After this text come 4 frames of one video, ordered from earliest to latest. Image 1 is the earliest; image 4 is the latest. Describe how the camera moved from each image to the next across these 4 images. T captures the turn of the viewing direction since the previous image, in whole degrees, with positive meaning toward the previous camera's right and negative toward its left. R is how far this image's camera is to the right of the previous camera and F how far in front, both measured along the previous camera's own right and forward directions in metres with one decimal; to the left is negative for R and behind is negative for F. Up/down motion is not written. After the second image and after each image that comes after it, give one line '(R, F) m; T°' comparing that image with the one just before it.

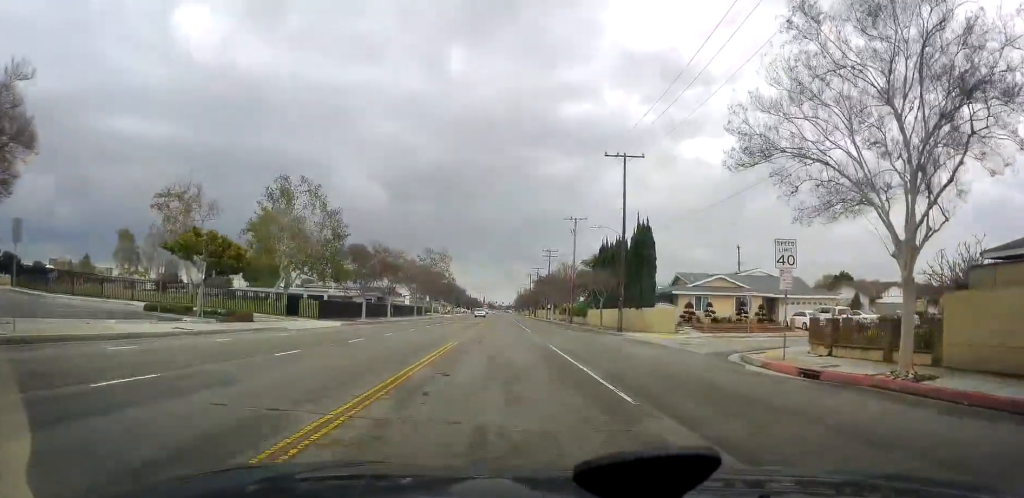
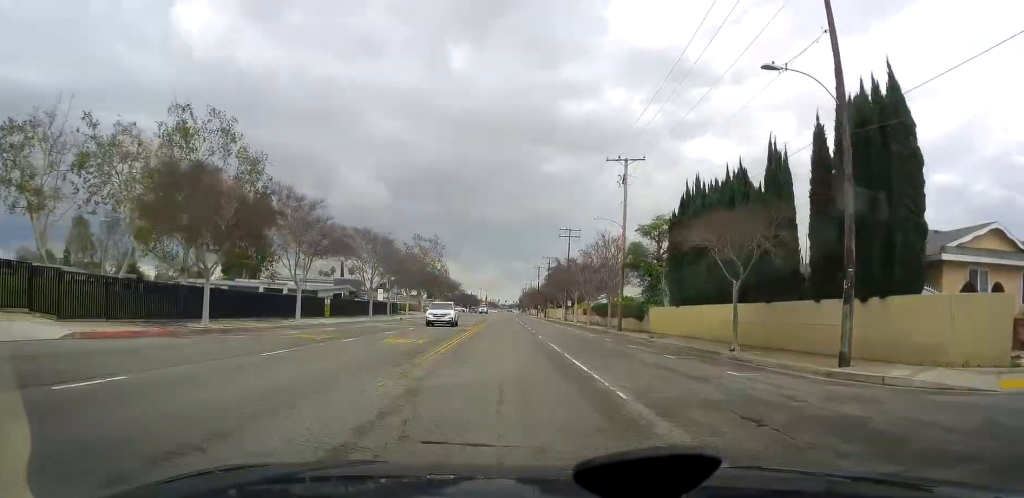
(0.0, +30.6) m; 0°
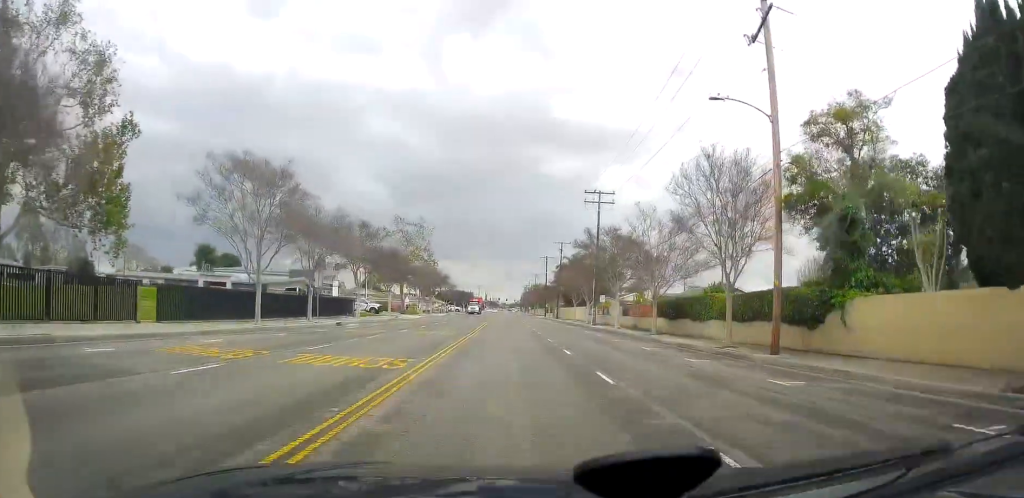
(0.0, +27.5) m; 0°
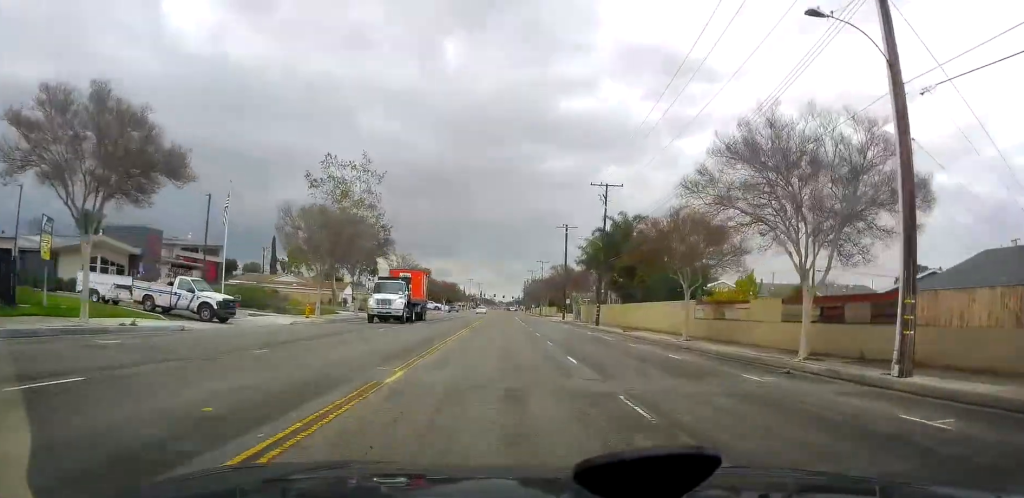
(-1.0, +49.2) m; -3°
